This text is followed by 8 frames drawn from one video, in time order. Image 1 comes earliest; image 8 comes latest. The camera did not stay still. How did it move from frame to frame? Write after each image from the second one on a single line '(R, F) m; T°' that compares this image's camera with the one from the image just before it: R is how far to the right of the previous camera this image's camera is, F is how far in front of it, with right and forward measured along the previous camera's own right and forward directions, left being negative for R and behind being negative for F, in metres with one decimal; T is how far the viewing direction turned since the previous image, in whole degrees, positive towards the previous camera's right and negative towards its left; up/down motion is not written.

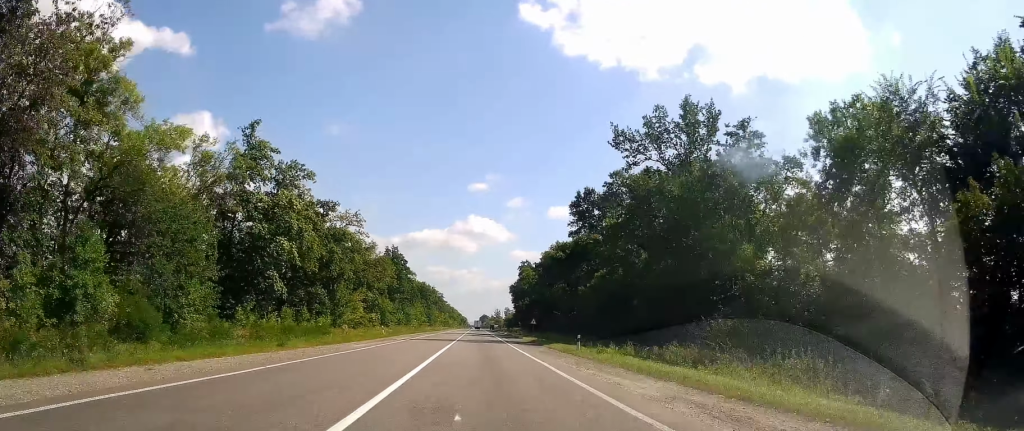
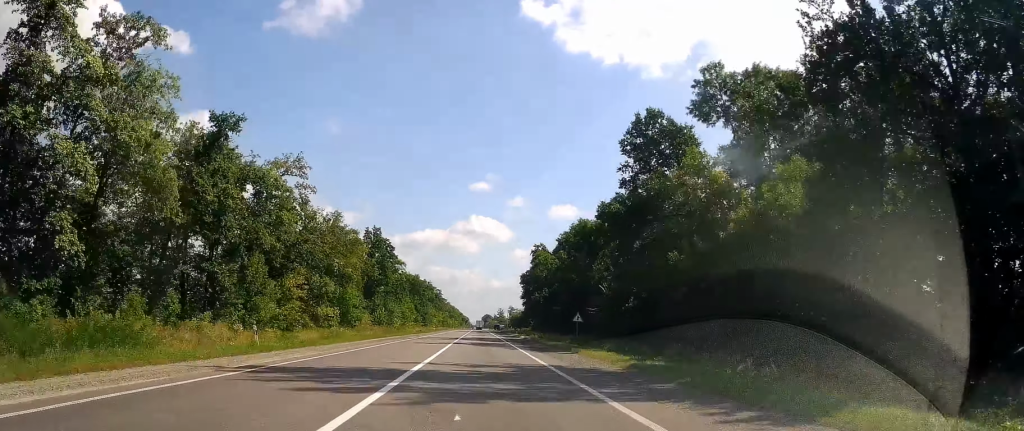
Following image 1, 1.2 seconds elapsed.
(+1.0, +34.4) m; +4°
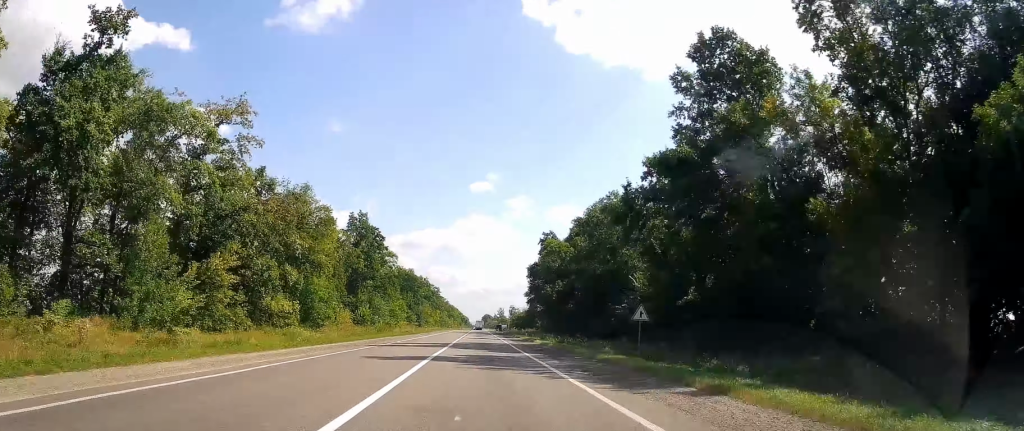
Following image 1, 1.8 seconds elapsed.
(+0.5, +18.5) m; +2°
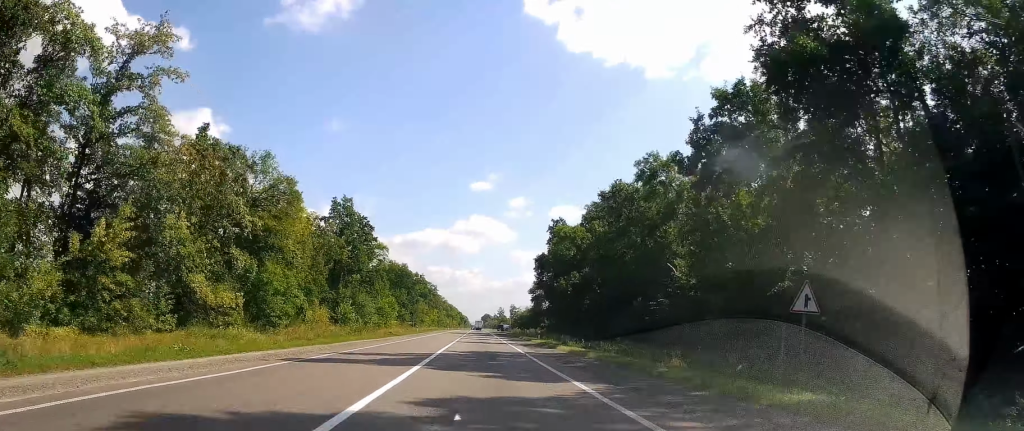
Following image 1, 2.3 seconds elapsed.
(+0.2, +14.8) m; 0°
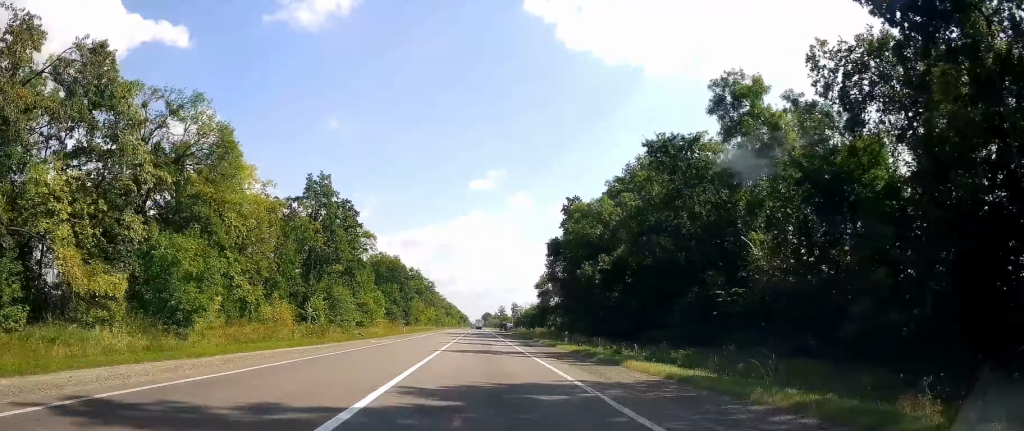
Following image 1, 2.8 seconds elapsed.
(+0.1, +16.1) m; 0°
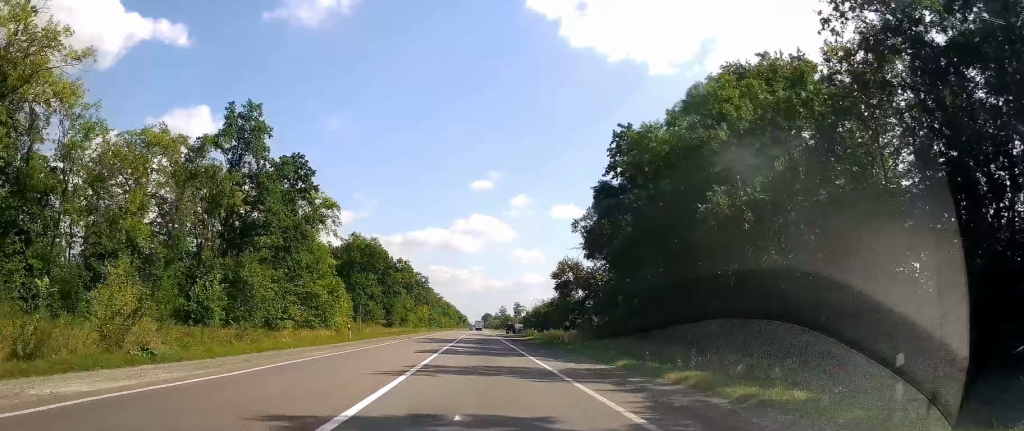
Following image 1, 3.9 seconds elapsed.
(-0.1, +32.2) m; -1°
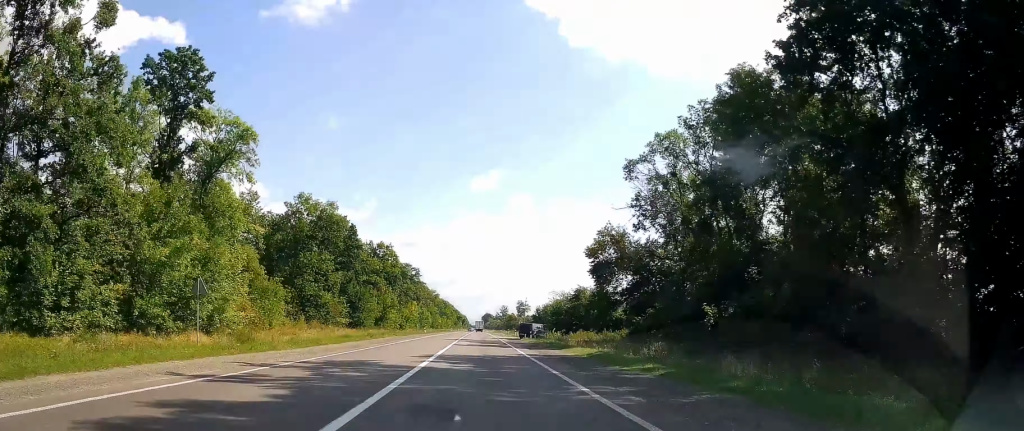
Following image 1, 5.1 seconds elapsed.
(-0.2, +34.7) m; 0°
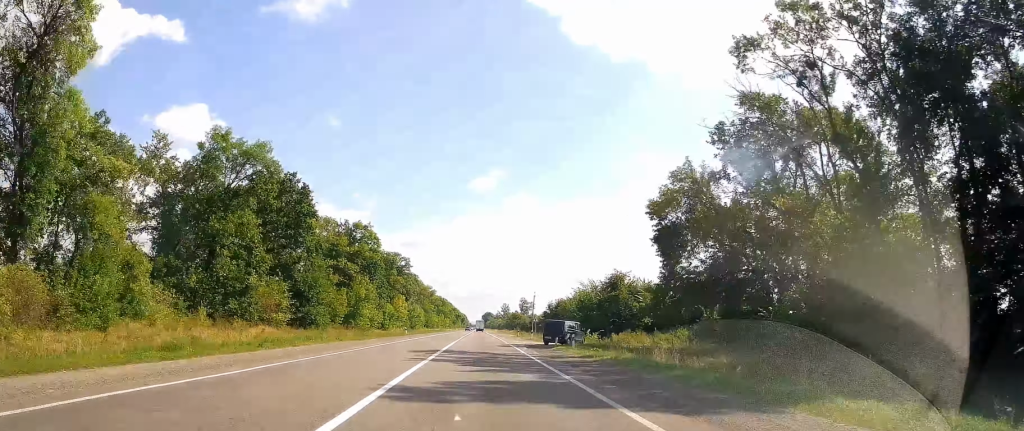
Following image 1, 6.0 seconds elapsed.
(+0.1, +27.4) m; 0°
